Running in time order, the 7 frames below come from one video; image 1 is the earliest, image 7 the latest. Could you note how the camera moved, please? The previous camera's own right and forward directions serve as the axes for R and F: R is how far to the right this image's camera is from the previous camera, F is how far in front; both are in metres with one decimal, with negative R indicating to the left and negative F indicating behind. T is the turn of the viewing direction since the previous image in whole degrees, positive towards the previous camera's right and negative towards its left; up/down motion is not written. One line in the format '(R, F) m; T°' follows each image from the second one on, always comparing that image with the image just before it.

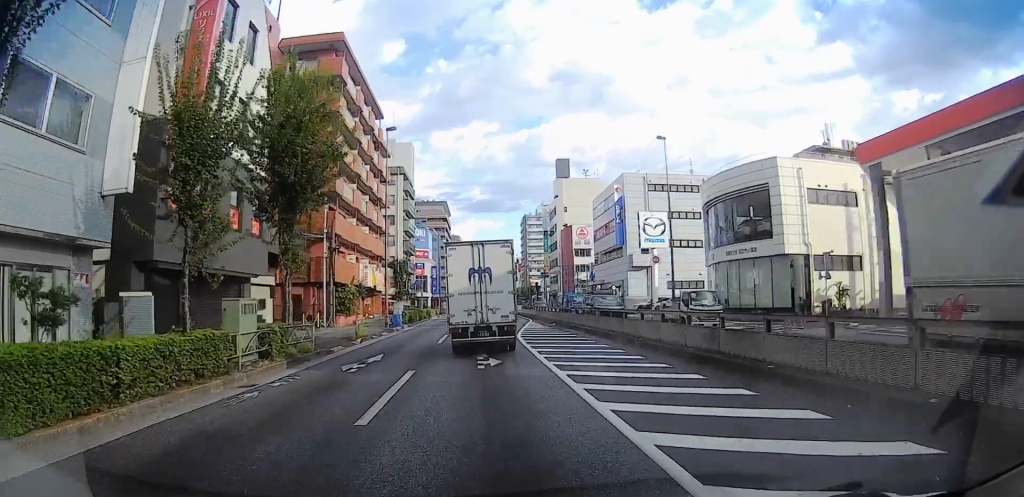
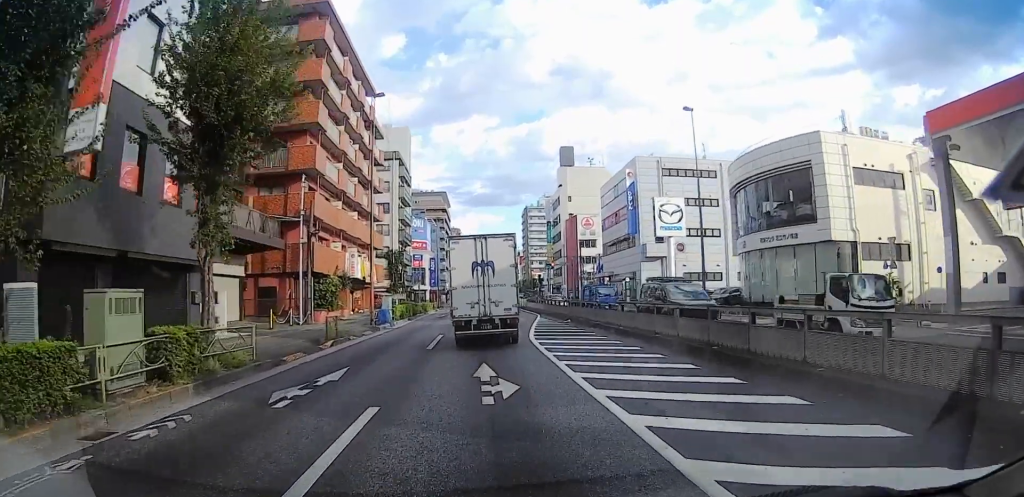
(0.0, +4.3) m; 0°
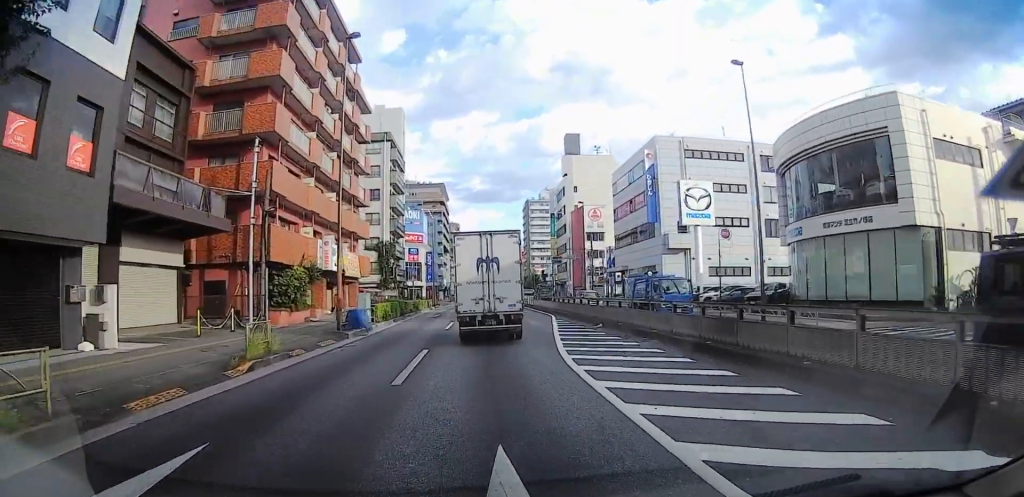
(0.0, +6.3) m; +1°
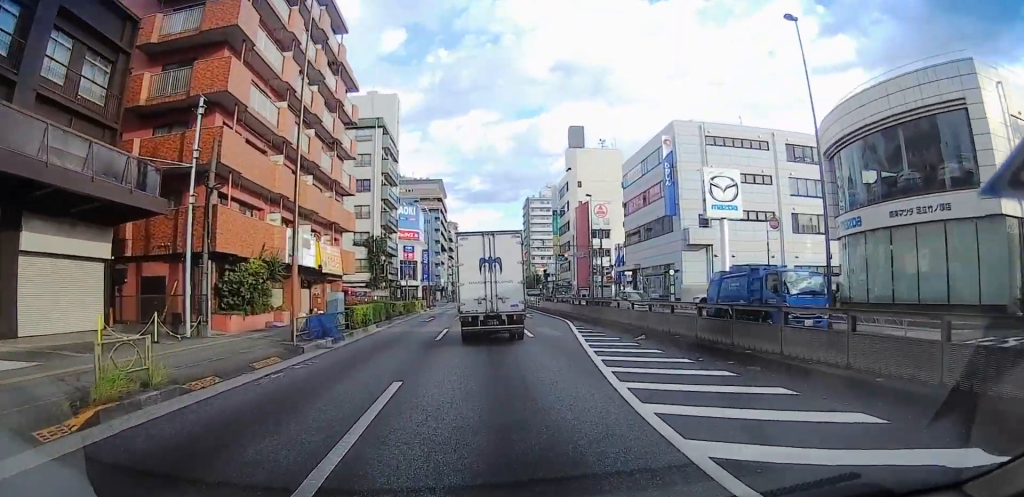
(0.0, +5.3) m; 0°
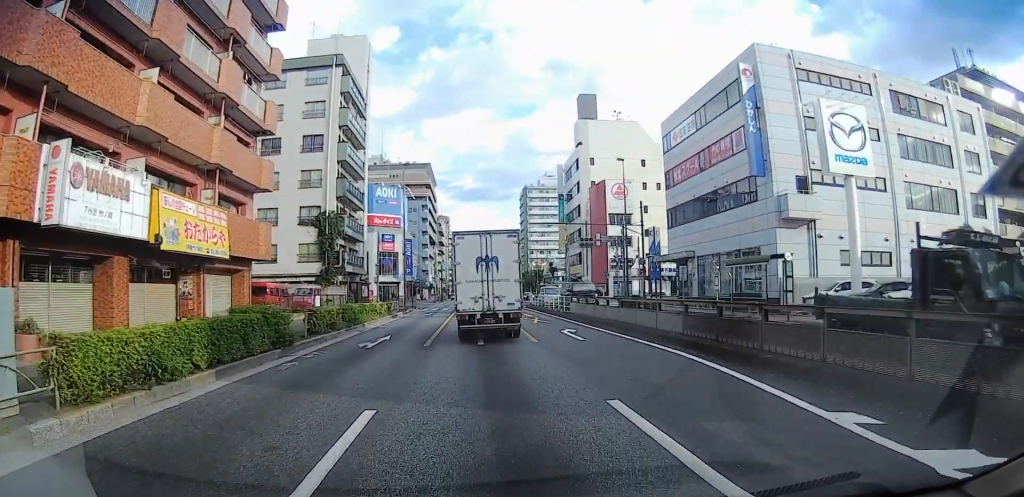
(+0.2, +18.1) m; +2°
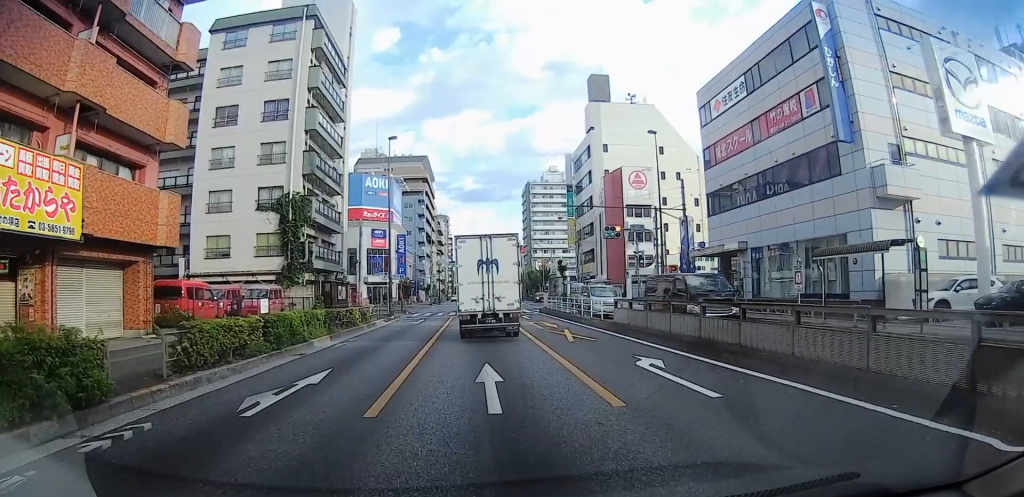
(+0.1, +9.9) m; +1°
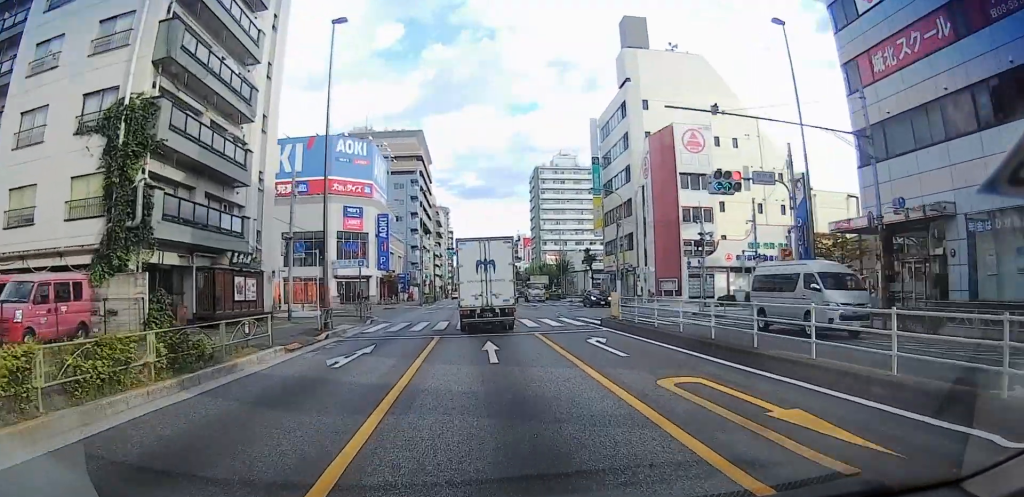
(+0.2, +17.7) m; +1°
